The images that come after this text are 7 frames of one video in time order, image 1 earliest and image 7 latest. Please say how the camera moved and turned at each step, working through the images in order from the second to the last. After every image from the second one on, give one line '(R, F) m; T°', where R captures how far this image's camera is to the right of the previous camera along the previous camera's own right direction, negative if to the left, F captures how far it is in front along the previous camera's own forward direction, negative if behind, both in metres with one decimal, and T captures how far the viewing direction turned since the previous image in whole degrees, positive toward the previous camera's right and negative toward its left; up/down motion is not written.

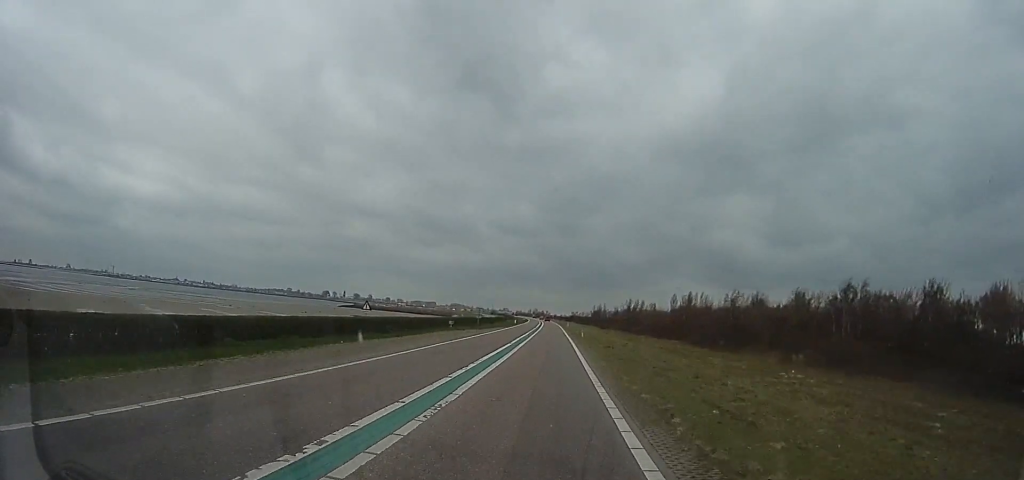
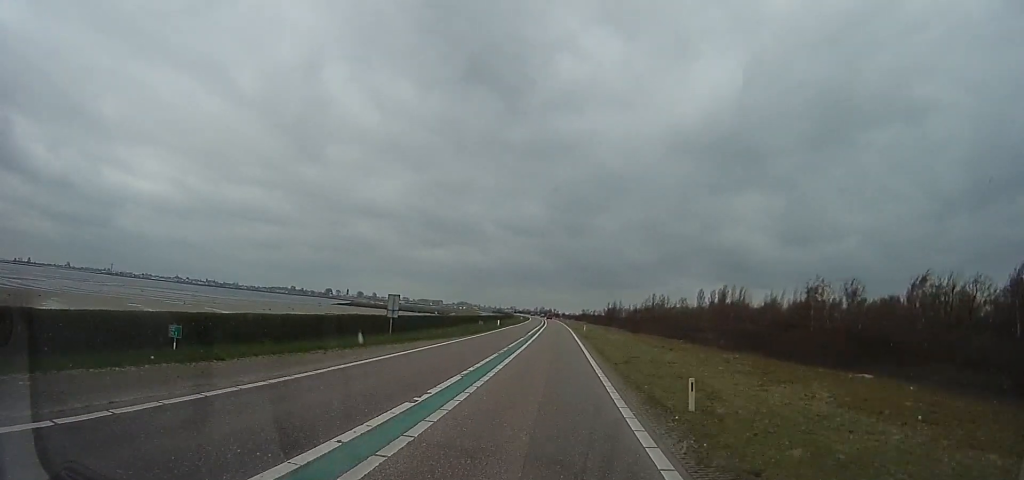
(+0.6, +37.2) m; +1°
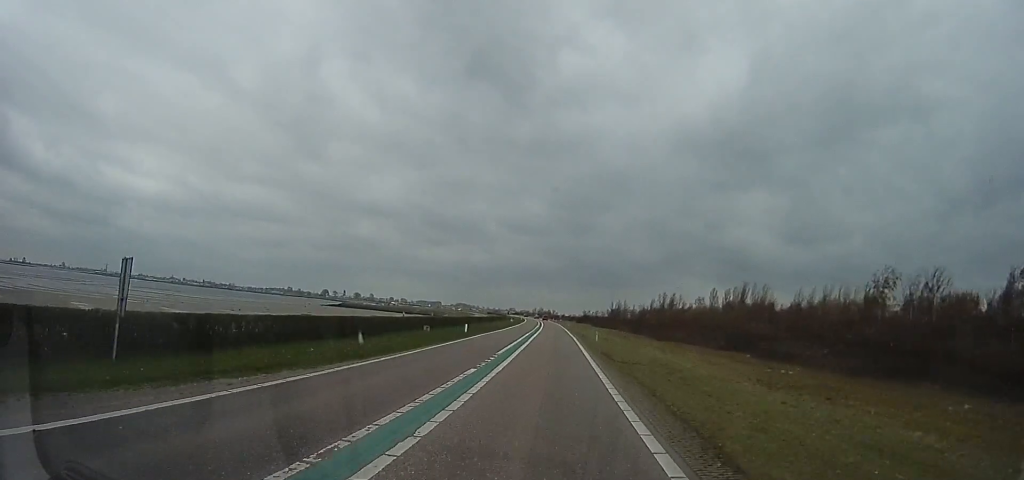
(0.0, +20.5) m; 0°
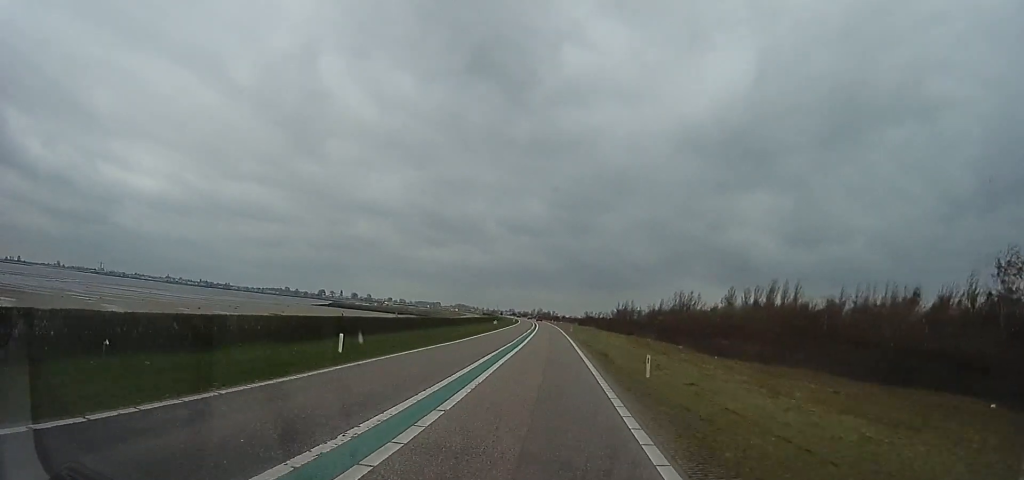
(0.0, +23.0) m; 0°
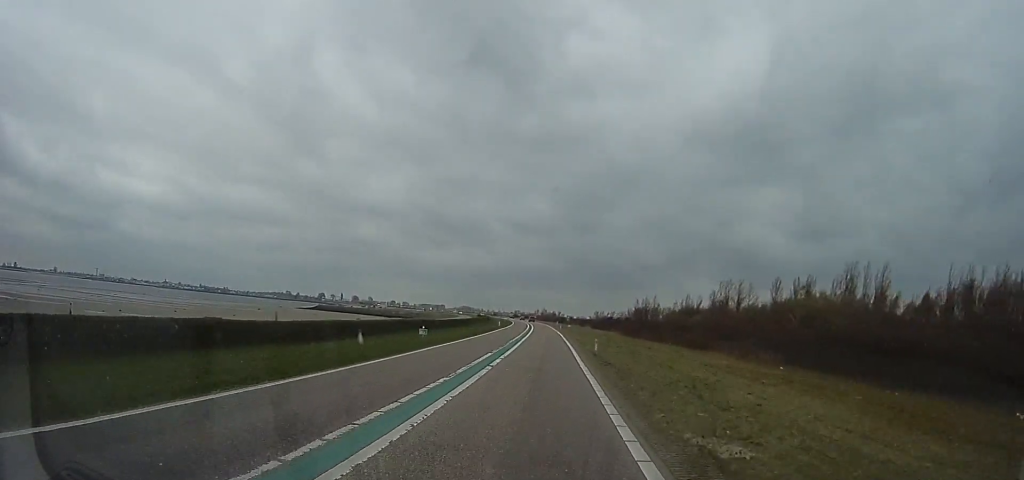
(+0.3, +37.2) m; 0°
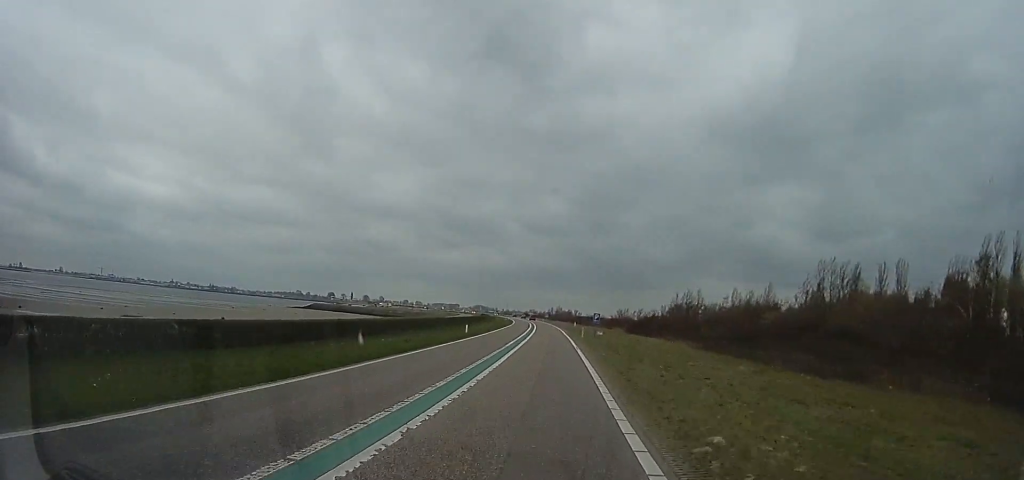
(-0.6, +37.5) m; -2°
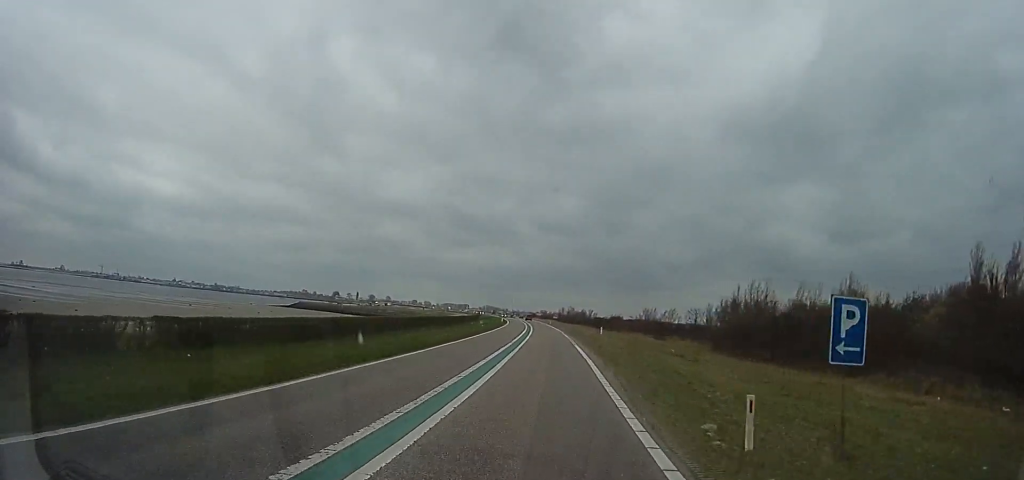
(-0.6, +39.0) m; -1°
